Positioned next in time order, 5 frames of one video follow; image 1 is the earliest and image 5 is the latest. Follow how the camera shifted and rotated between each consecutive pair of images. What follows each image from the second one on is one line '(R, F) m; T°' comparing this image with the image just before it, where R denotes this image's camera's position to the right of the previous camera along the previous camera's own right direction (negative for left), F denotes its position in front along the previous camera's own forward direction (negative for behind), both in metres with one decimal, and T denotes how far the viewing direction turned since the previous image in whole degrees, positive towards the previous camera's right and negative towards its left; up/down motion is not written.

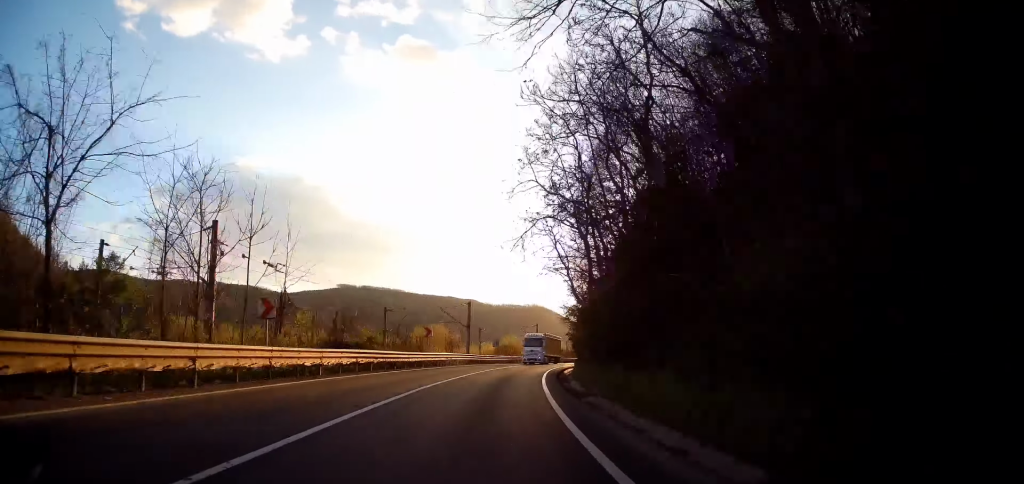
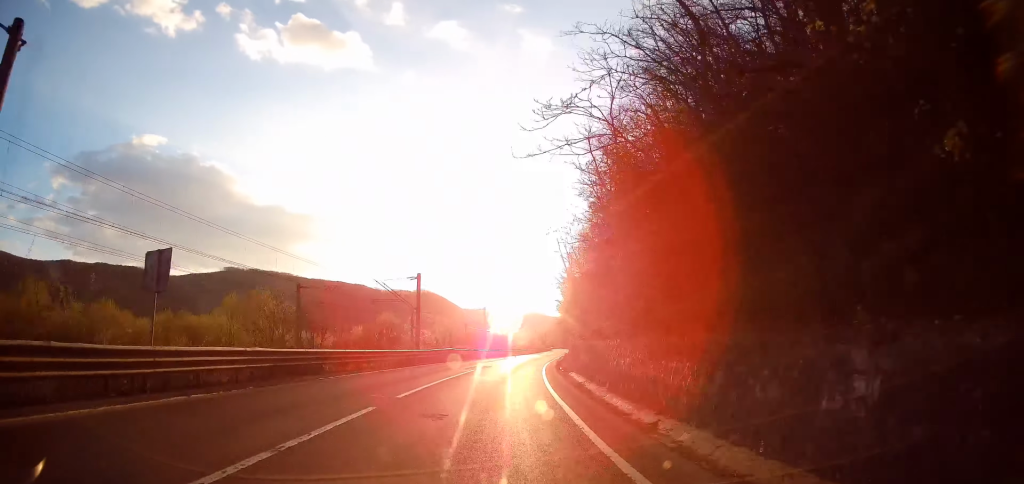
(+4.8, +52.6) m; +10°
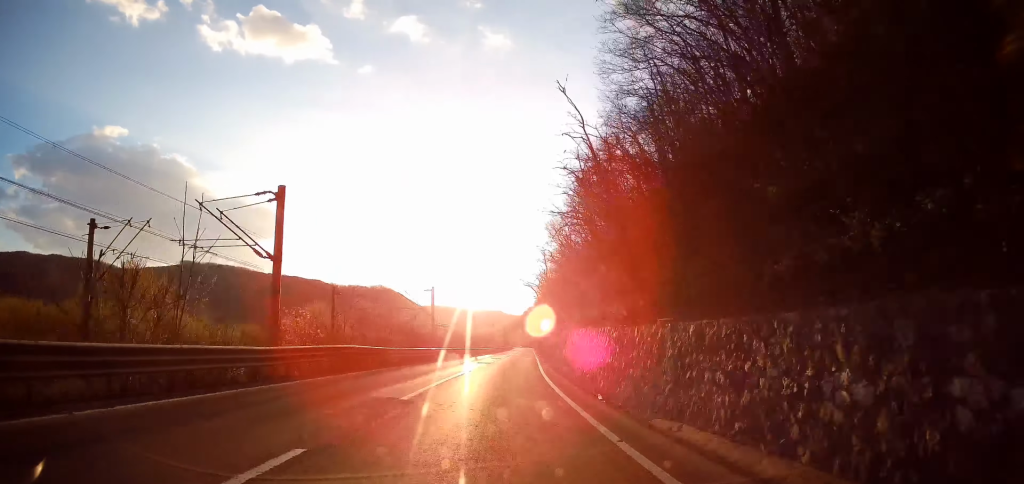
(+0.7, +22.2) m; +4°
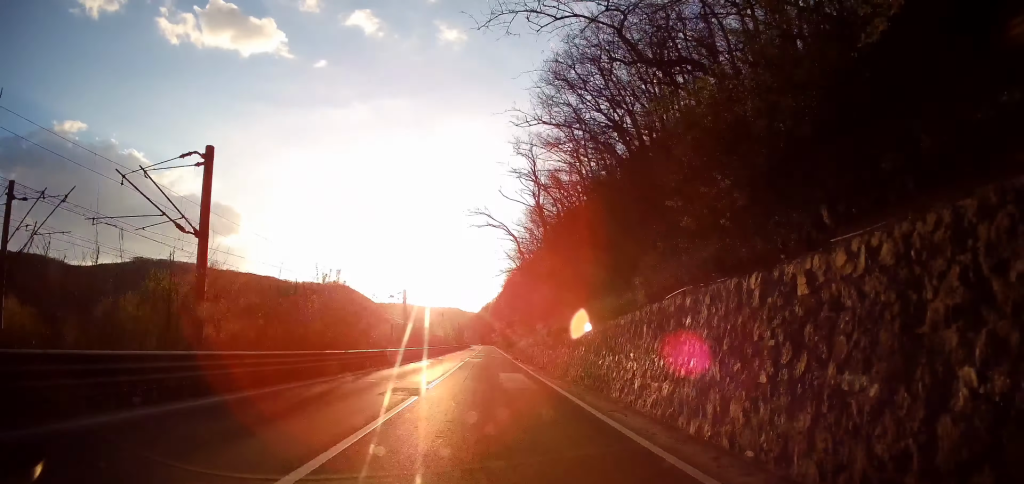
(+2.7, +38.4) m; +8°
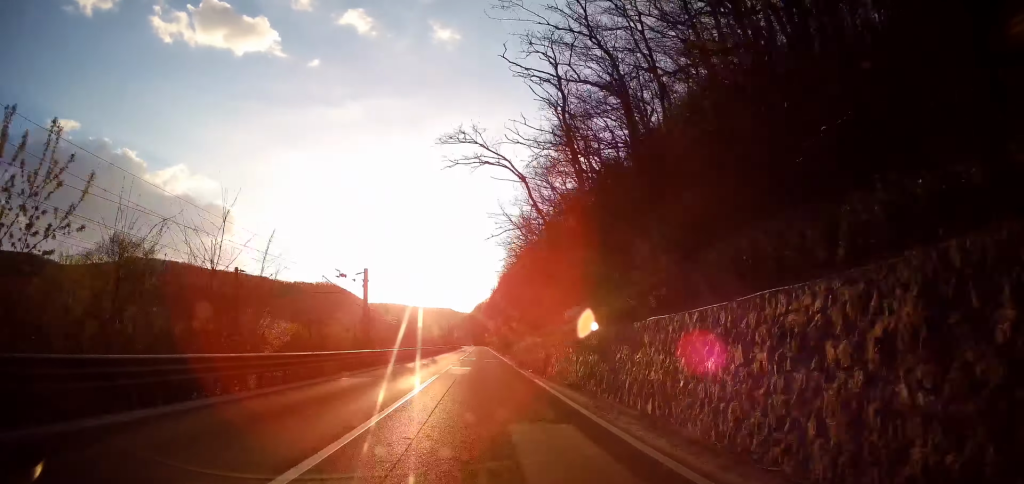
(+0.7, +15.2) m; +1°
